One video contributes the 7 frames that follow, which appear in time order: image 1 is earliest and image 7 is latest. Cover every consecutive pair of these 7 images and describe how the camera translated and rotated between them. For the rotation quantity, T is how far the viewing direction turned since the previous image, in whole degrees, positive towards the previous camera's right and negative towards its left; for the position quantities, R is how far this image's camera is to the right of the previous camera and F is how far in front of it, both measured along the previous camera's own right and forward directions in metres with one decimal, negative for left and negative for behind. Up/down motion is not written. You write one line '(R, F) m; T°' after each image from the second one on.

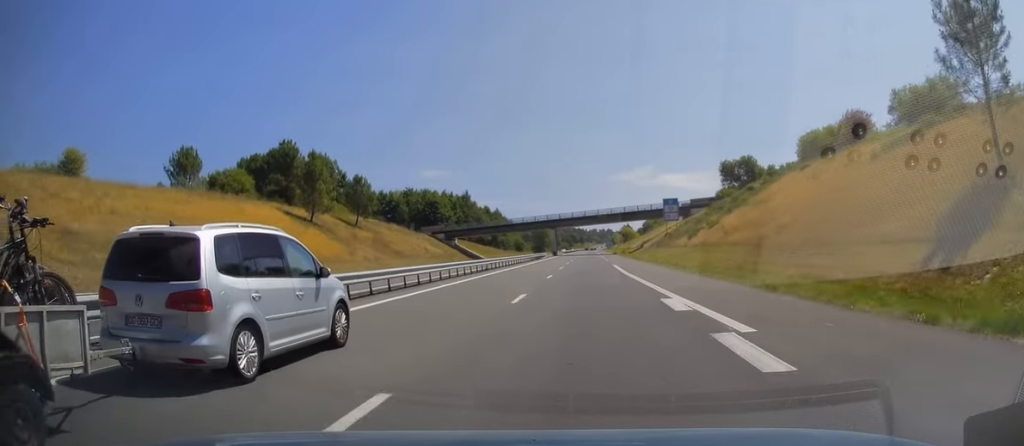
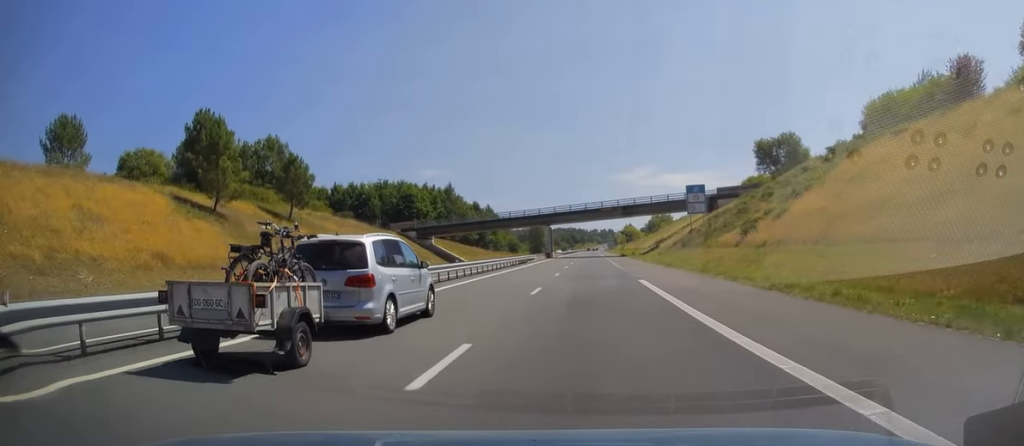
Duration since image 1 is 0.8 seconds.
(-0.1, +23.0) m; 0°
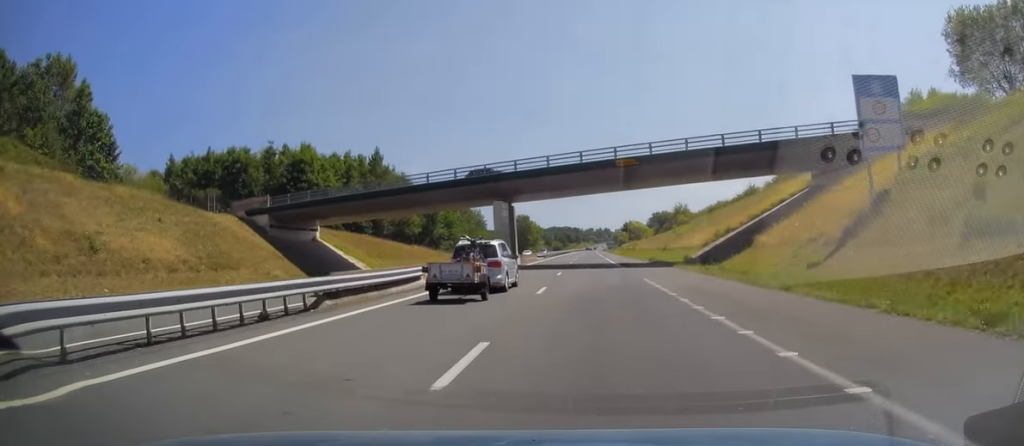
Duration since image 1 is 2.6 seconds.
(+0.3, +52.5) m; +1°
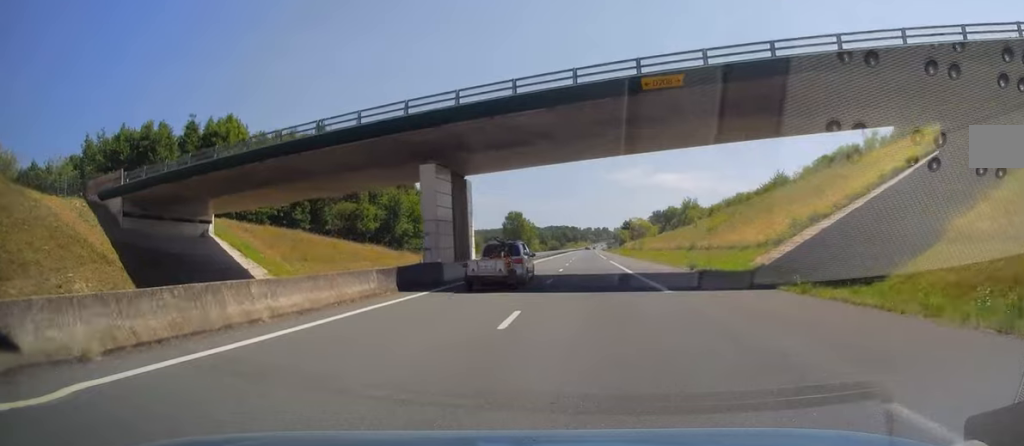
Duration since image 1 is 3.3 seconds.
(0.0, +21.6) m; 0°
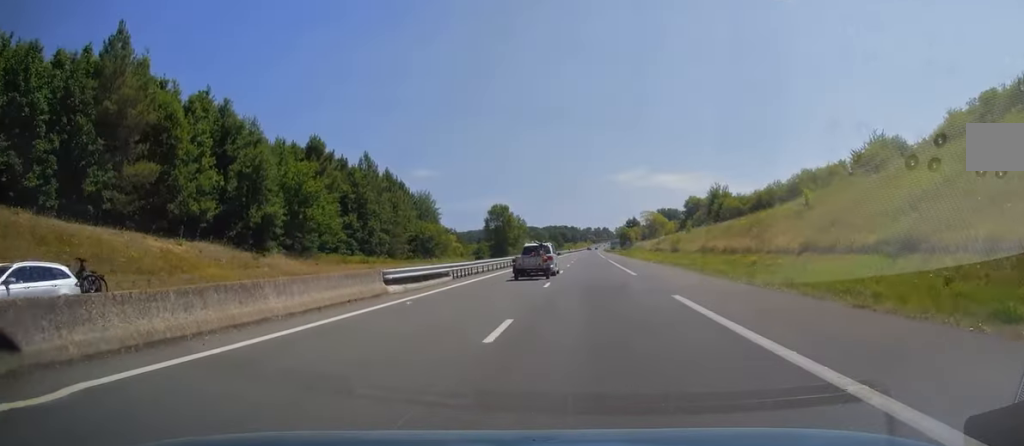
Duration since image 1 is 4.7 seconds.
(0.0, +40.6) m; 0°
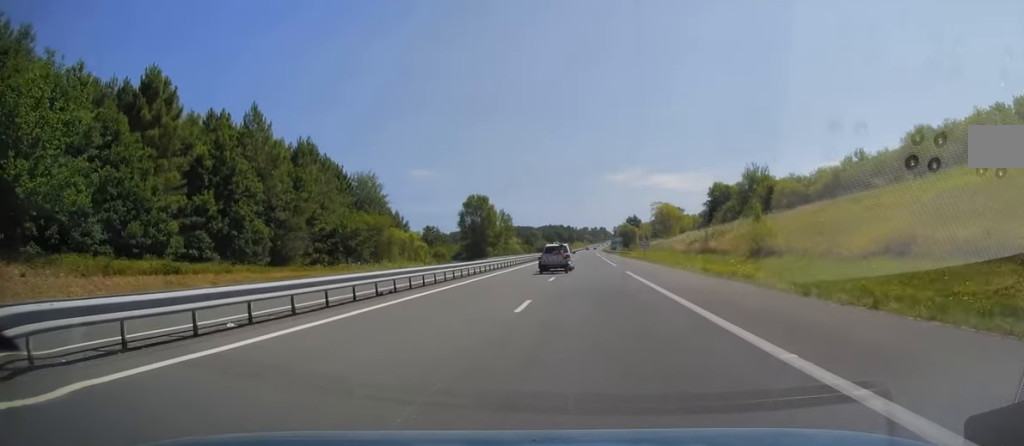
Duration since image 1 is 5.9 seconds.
(+0.3, +34.7) m; +1°
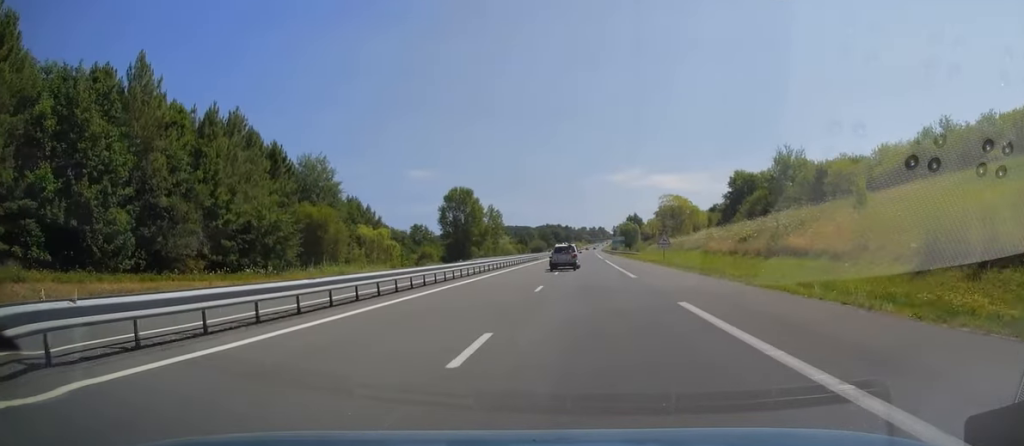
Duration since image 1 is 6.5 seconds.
(+0.2, +19.5) m; 0°
